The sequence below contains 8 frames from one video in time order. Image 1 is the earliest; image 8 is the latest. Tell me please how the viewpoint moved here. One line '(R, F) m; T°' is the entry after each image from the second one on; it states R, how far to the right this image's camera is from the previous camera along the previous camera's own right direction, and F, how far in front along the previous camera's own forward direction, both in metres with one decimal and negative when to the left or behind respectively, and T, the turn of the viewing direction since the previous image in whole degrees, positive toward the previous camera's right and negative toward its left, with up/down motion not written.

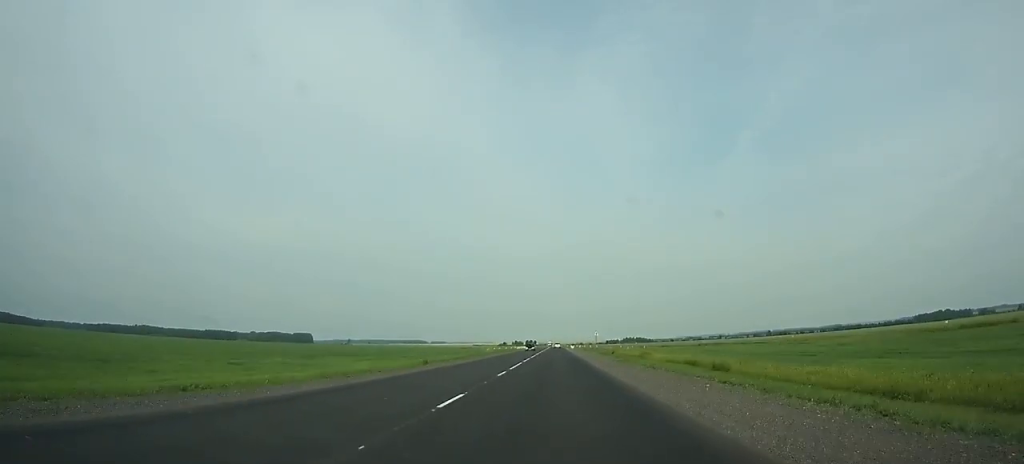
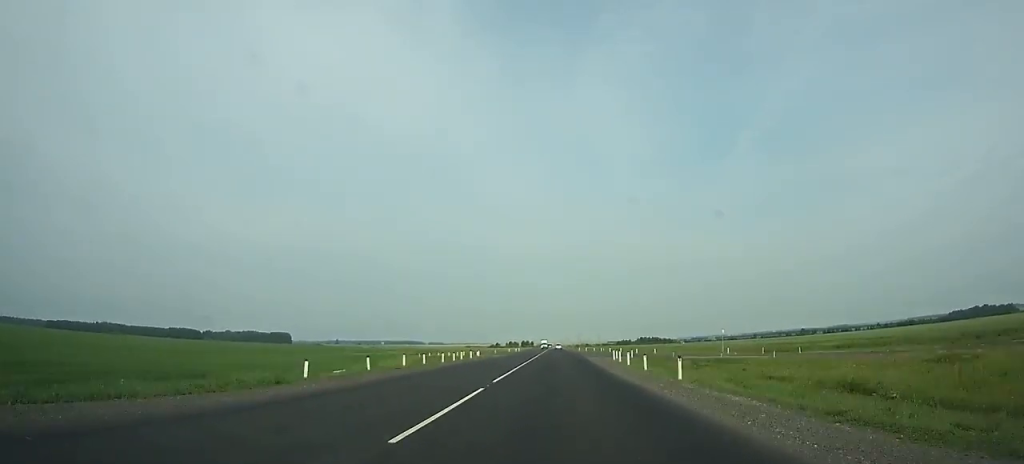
(+0.2, +119.4) m; 0°
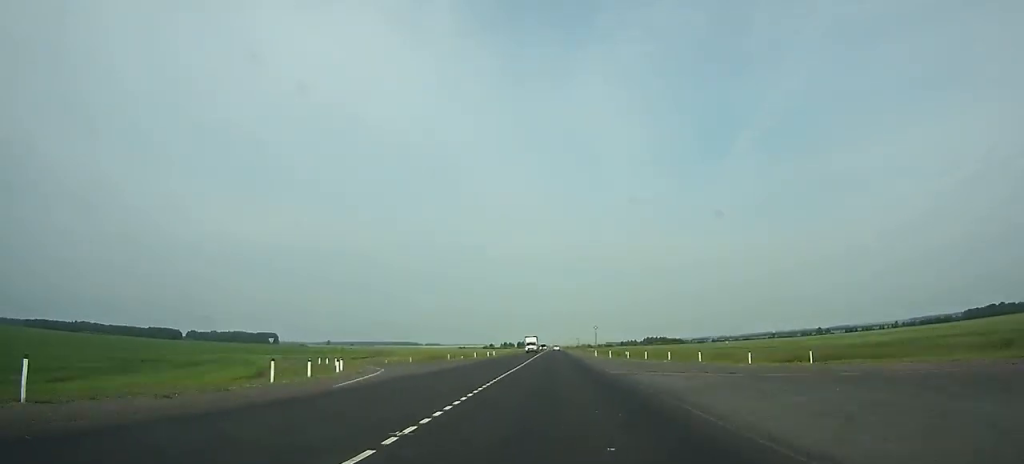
(+0.1, +55.5) m; 0°
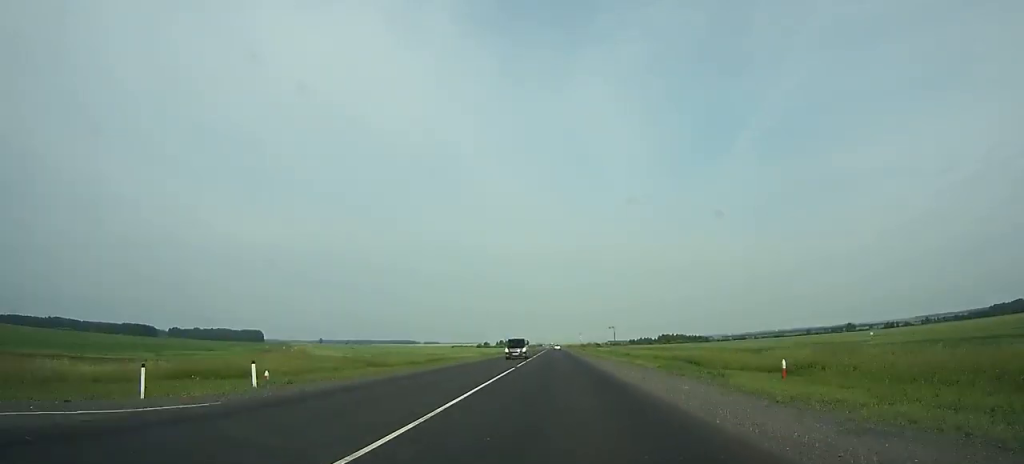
(+0.1, +70.4) m; 0°
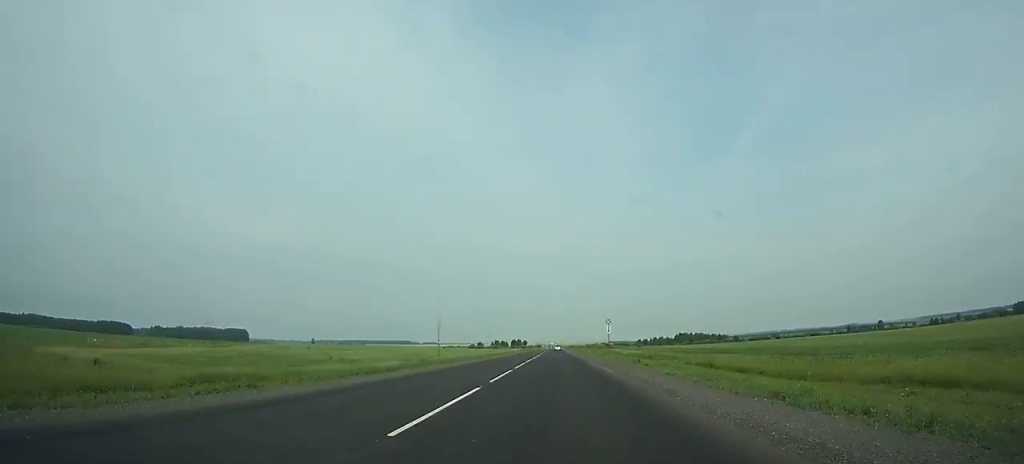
(0.0, +62.8) m; 0°
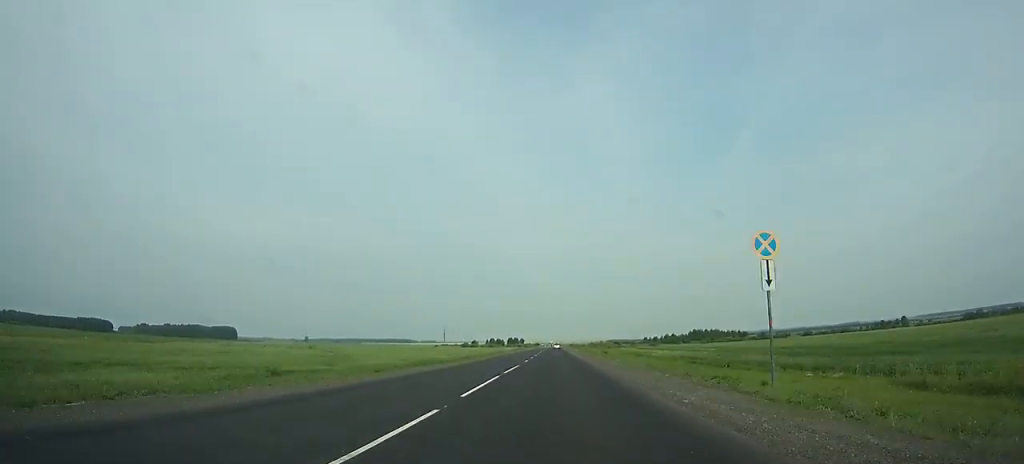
(-0.1, +39.6) m; 0°
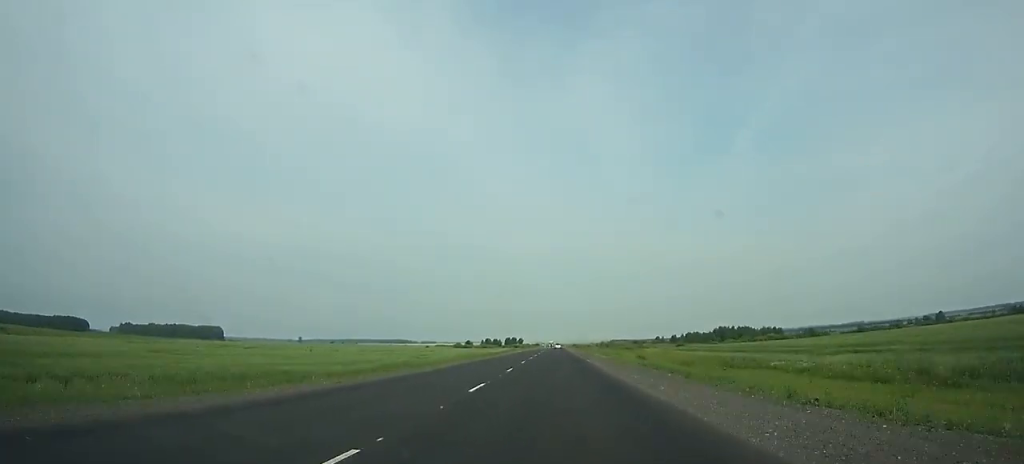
(-0.1, +52.0) m; 0°
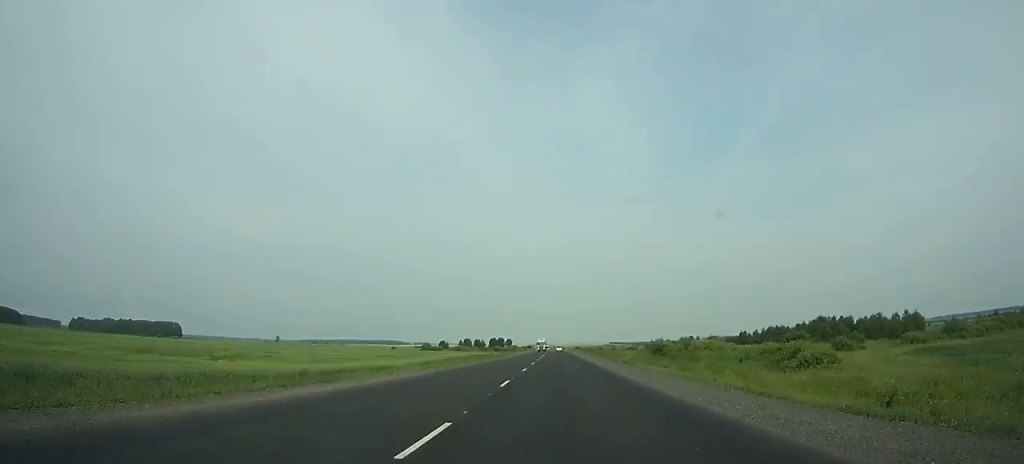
(+0.4, +114.7) m; 0°
